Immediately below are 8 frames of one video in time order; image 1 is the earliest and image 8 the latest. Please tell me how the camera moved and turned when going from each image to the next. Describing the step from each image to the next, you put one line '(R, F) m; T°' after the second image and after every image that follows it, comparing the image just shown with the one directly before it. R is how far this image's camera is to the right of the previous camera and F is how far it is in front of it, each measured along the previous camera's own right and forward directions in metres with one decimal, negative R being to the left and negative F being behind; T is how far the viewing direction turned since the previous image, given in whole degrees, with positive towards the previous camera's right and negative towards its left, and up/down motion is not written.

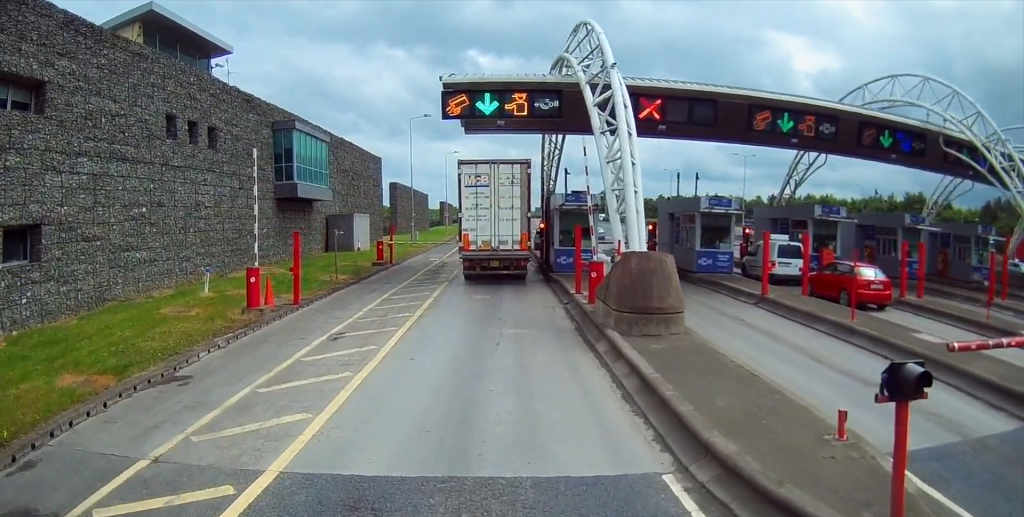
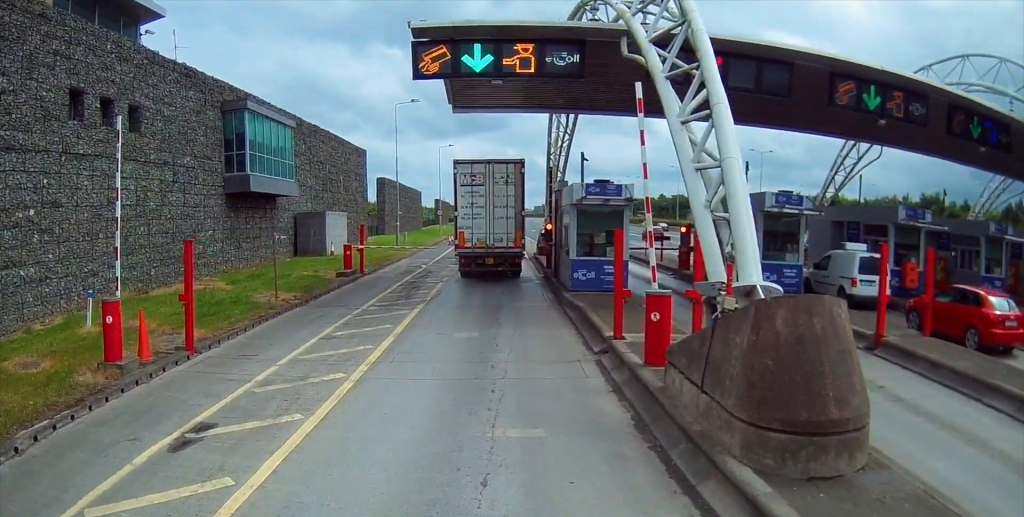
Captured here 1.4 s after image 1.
(+0.1, +6.6) m; -1°
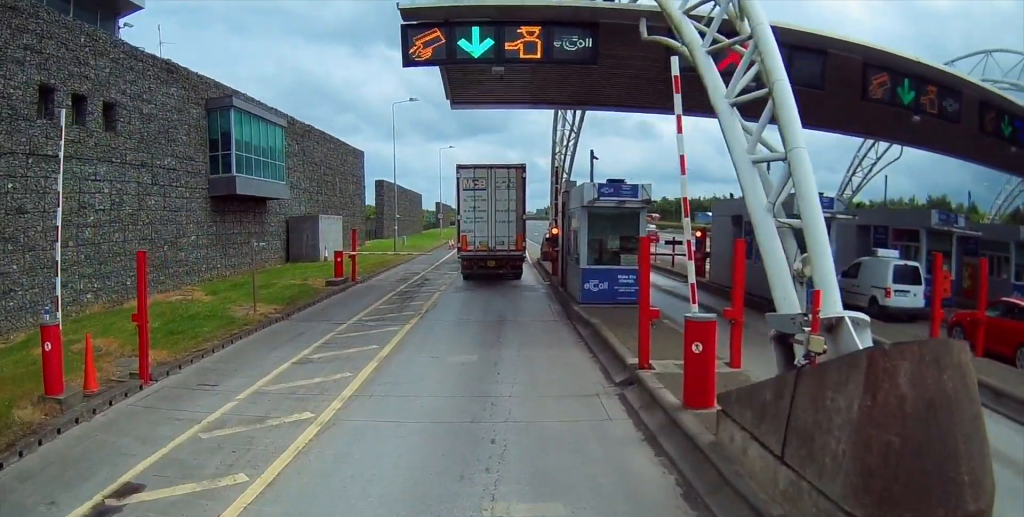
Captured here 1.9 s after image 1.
(-0.1, +2.0) m; -1°
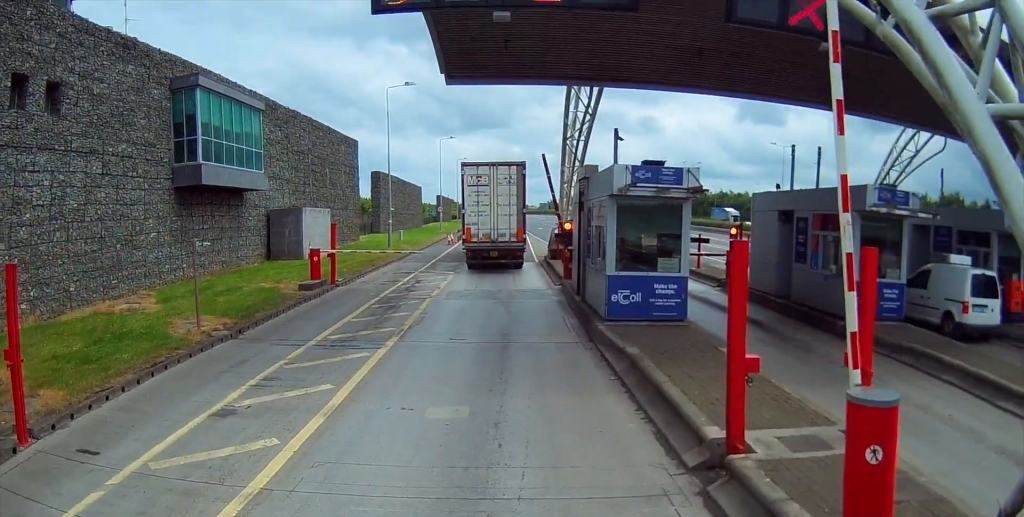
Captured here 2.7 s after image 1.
(0.0, +3.9) m; 0°
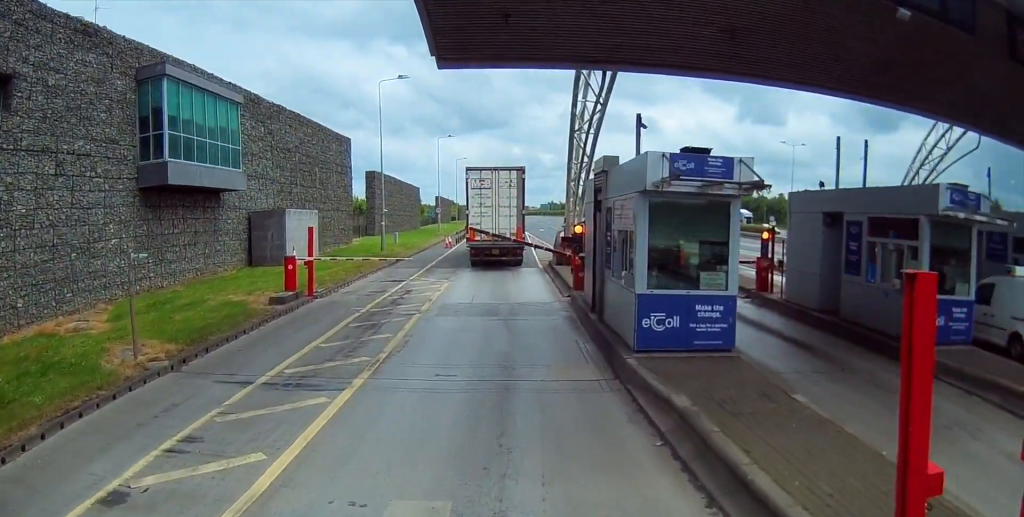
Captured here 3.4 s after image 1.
(0.0, +3.1) m; -2°
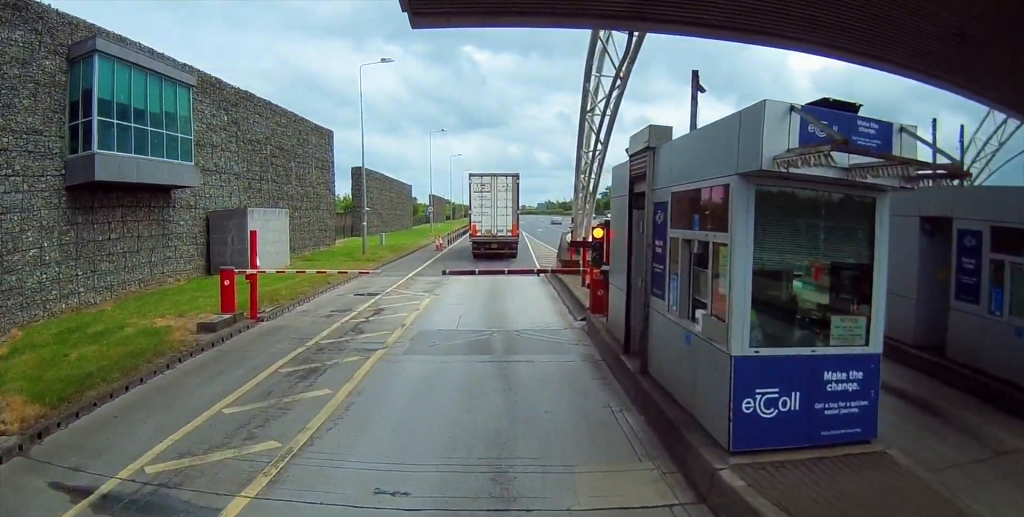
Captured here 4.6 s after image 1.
(-0.3, +4.9) m; -6°
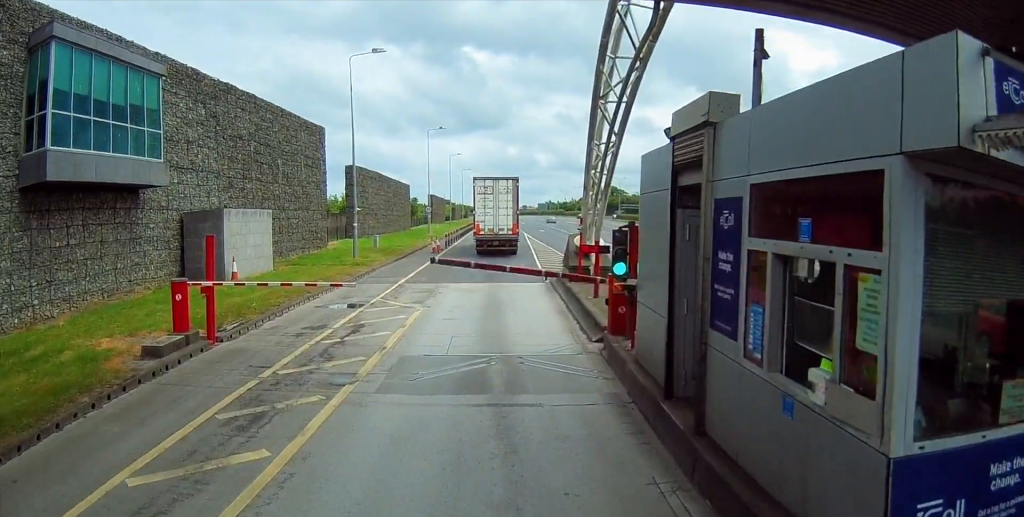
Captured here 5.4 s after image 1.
(-0.1, +2.7) m; +1°
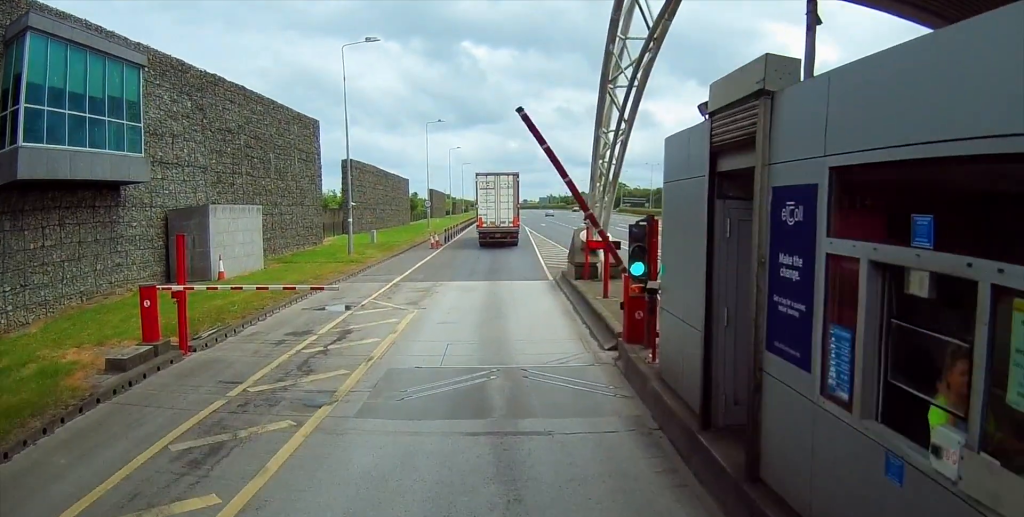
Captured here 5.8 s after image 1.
(+0.1, +1.4) m; +3°
